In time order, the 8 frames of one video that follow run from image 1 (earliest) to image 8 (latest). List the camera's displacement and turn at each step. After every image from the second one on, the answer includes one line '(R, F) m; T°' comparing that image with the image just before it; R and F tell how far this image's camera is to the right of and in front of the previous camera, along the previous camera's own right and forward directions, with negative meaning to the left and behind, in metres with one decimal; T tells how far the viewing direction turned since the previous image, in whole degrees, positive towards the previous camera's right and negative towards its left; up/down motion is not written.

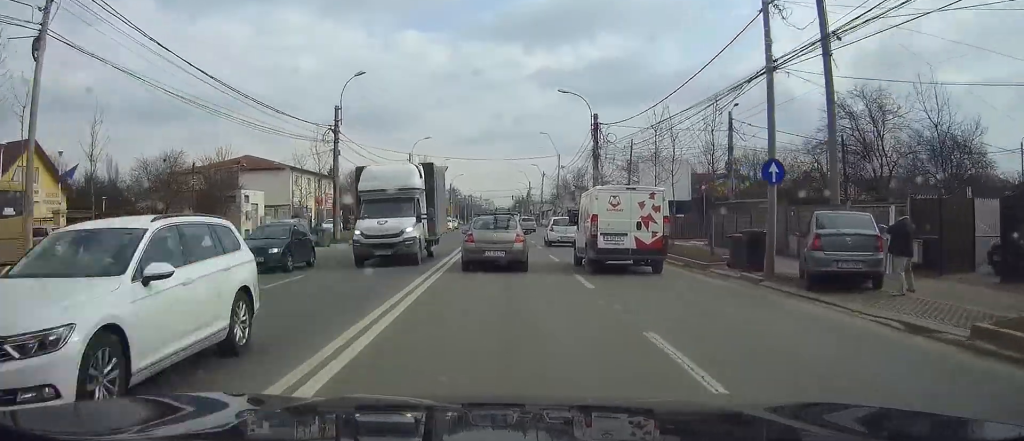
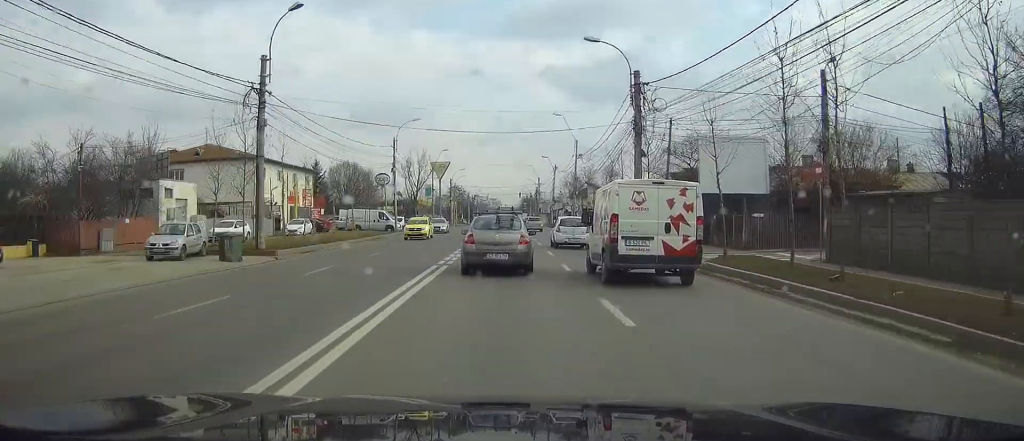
(-0.2, +14.0) m; -1°
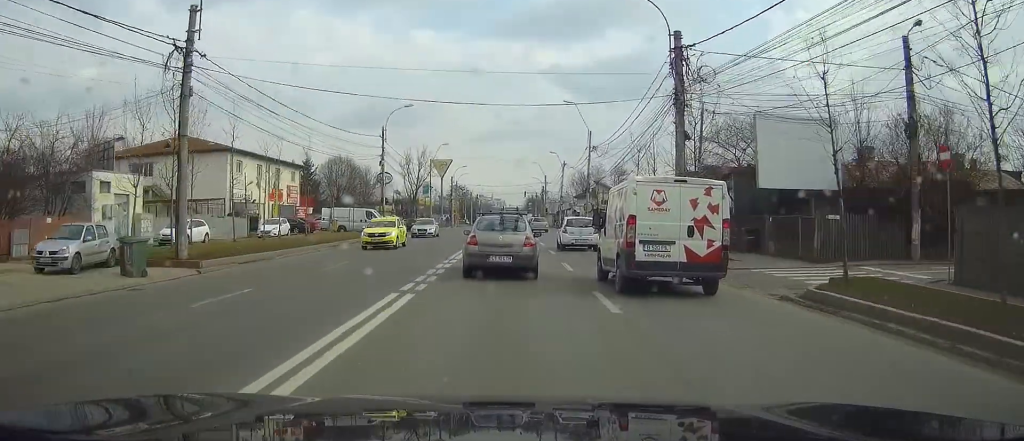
(0.0, +7.7) m; 0°
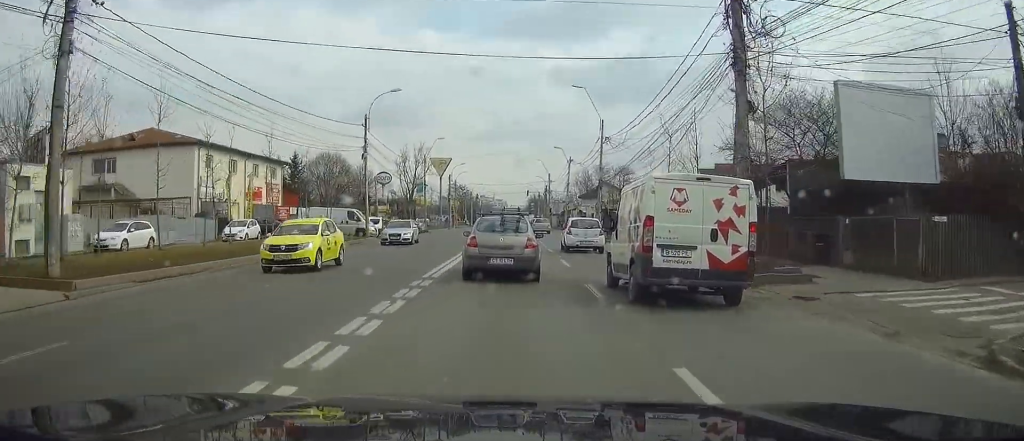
(0.0, +7.1) m; 0°
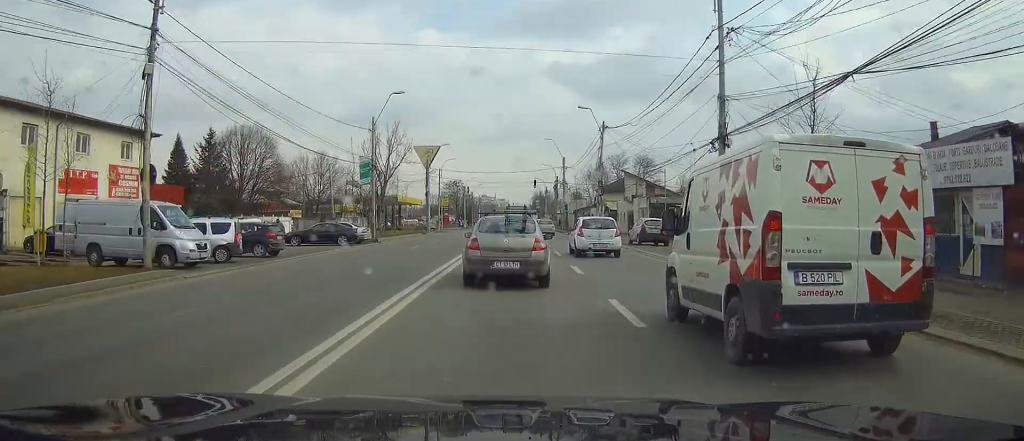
(0.0, +29.9) m; 0°
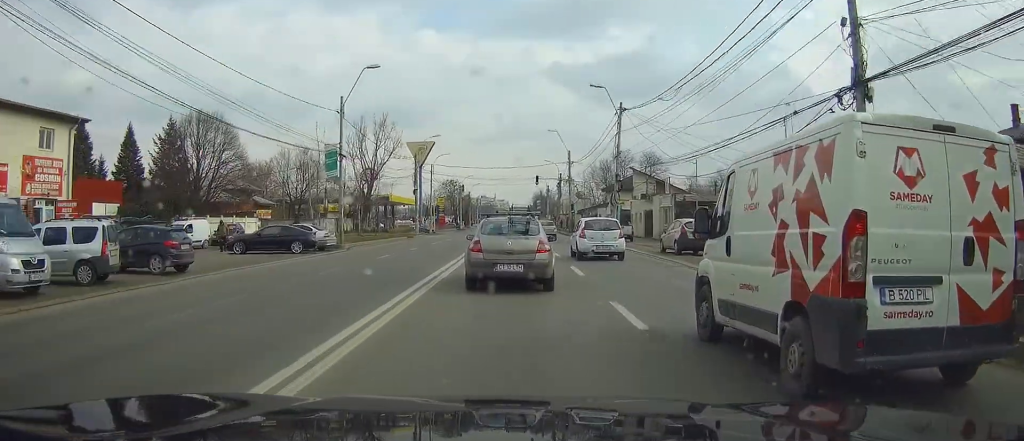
(0.0, +9.2) m; 0°
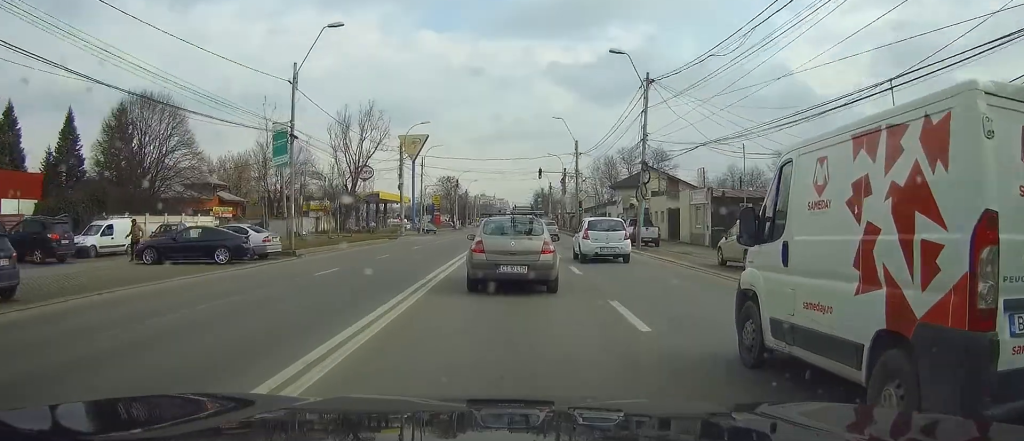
(0.0, +9.2) m; 0°
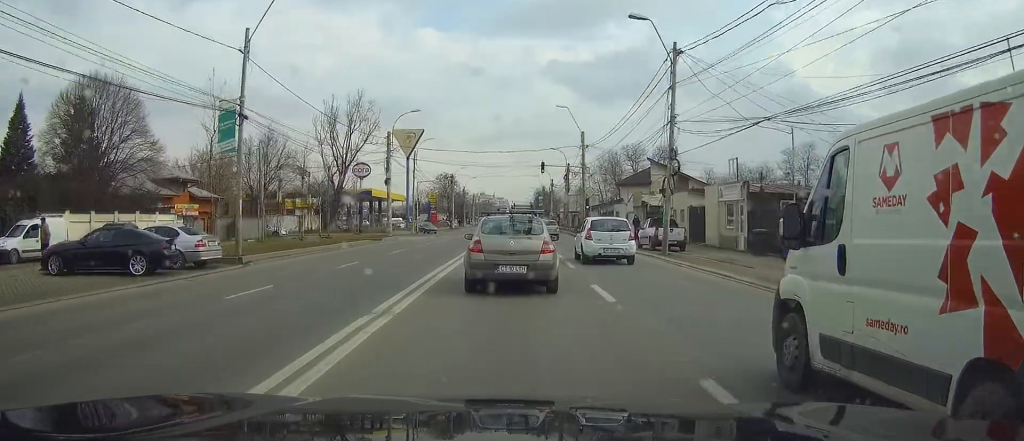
(0.0, +6.2) m; 0°
